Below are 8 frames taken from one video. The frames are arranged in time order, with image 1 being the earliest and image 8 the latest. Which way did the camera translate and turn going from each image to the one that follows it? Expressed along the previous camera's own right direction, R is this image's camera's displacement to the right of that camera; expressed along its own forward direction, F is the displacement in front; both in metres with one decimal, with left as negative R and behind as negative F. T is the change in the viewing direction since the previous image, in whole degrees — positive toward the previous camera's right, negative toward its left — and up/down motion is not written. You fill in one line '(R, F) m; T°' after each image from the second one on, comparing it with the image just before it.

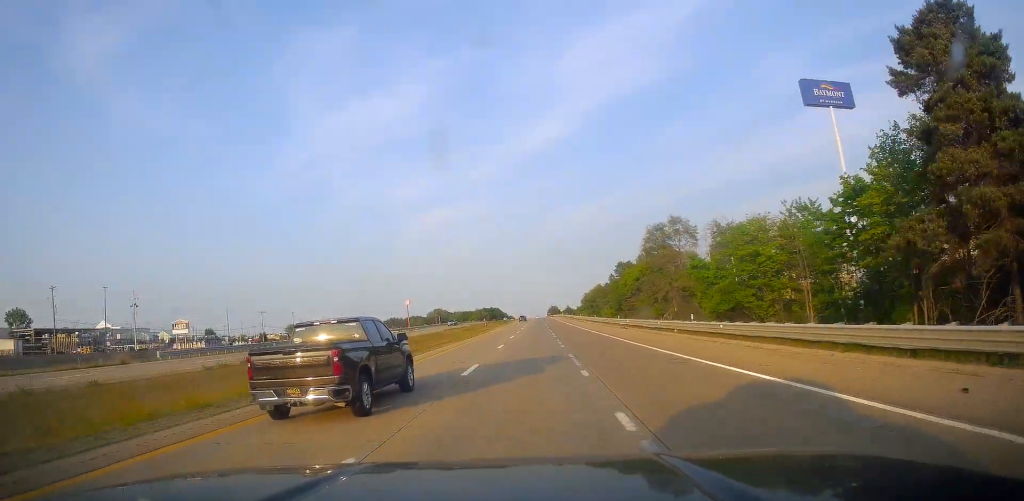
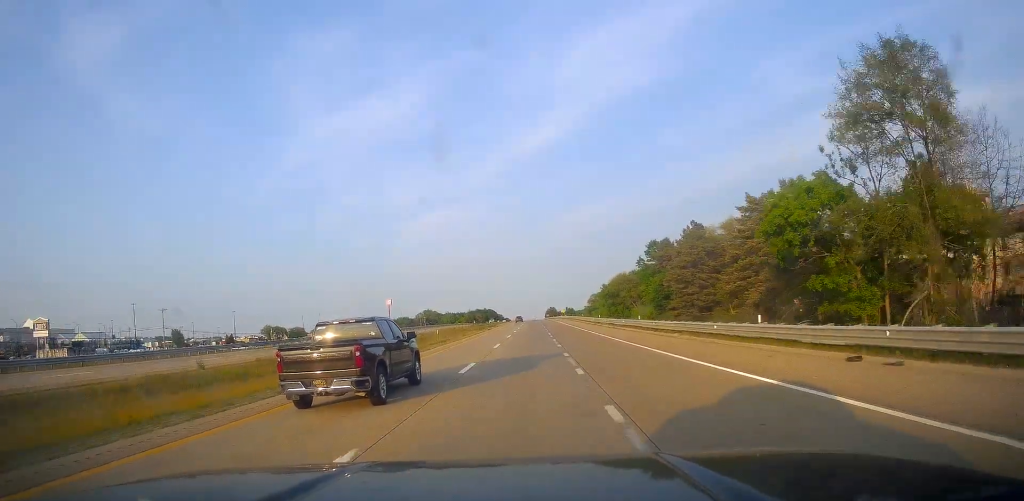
(+0.4, +45.3) m; 0°
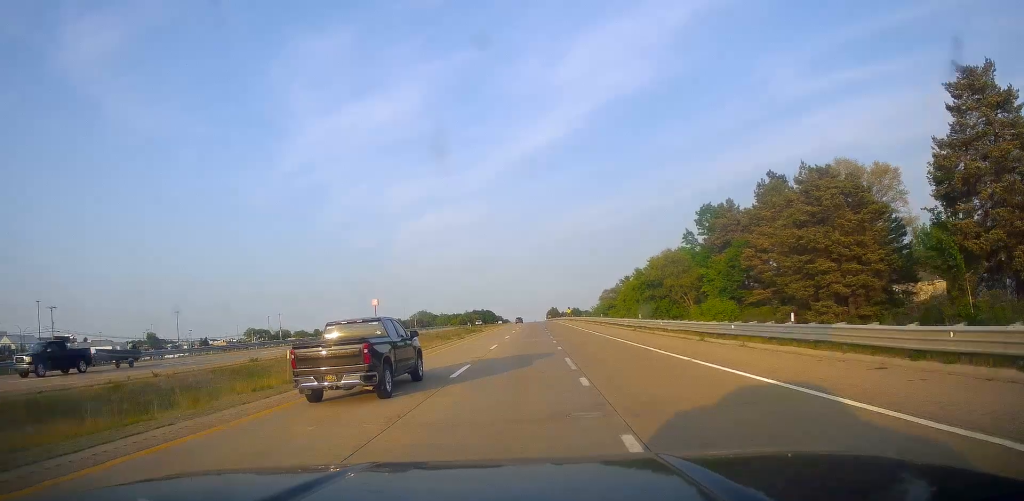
(-0.3, +33.2) m; 0°
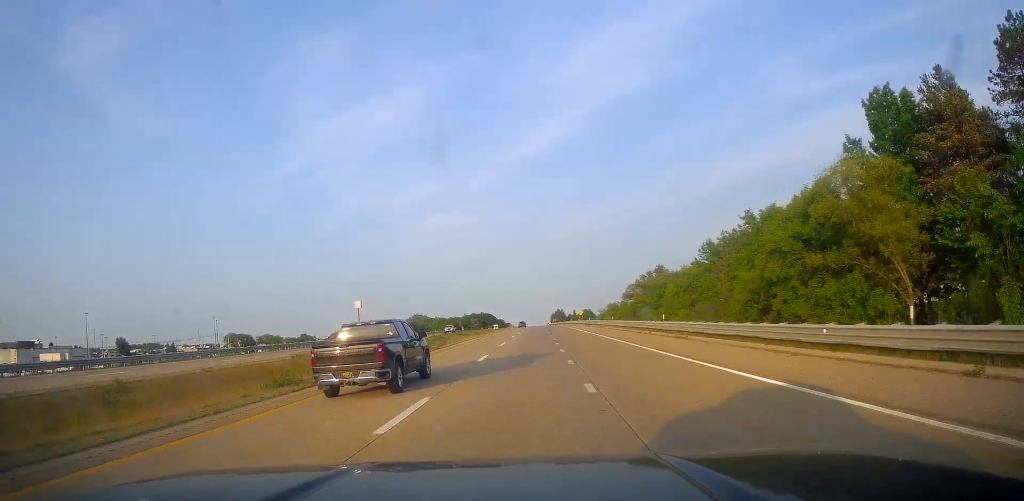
(+0.3, +38.9) m; 0°
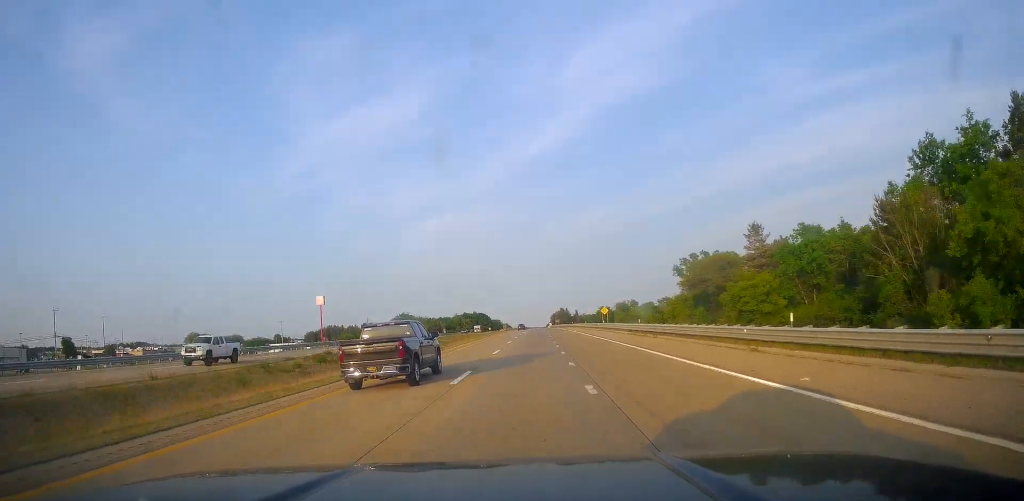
(-0.6, +53.2) m; -1°
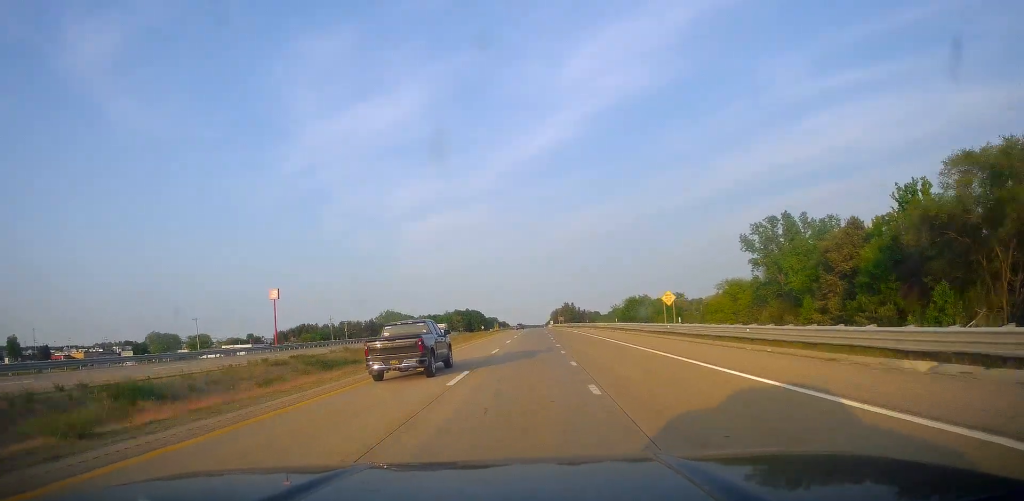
(+0.1, +45.9) m; +1°
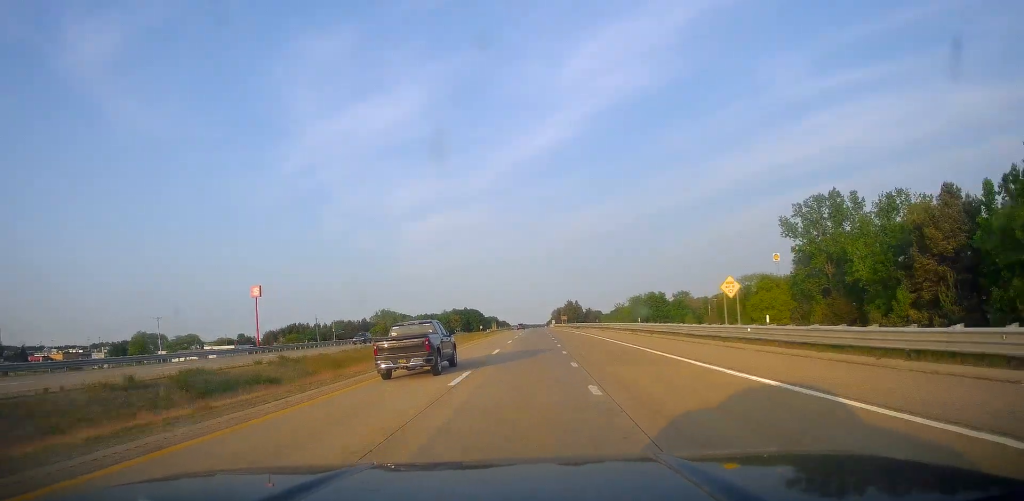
(+0.2, +15.3) m; 0°
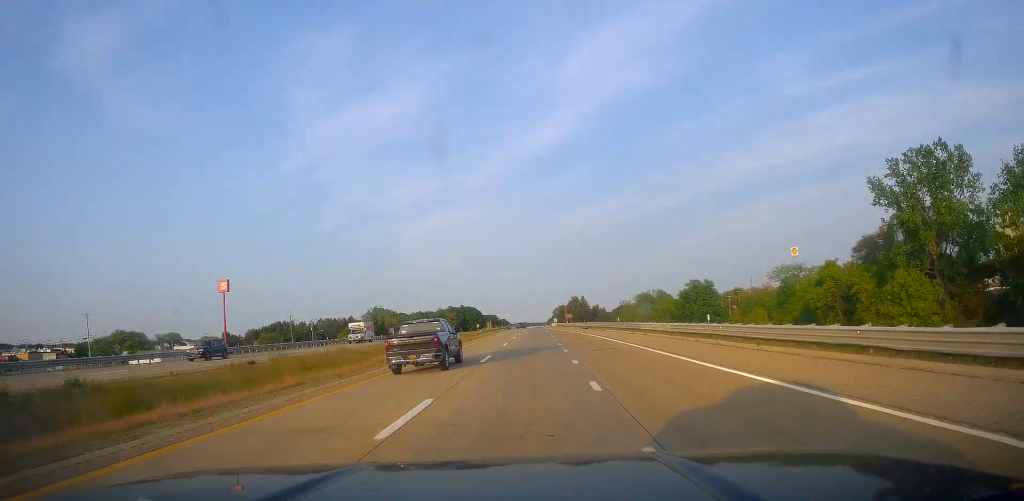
(+0.2, +22.3) m; 0°
